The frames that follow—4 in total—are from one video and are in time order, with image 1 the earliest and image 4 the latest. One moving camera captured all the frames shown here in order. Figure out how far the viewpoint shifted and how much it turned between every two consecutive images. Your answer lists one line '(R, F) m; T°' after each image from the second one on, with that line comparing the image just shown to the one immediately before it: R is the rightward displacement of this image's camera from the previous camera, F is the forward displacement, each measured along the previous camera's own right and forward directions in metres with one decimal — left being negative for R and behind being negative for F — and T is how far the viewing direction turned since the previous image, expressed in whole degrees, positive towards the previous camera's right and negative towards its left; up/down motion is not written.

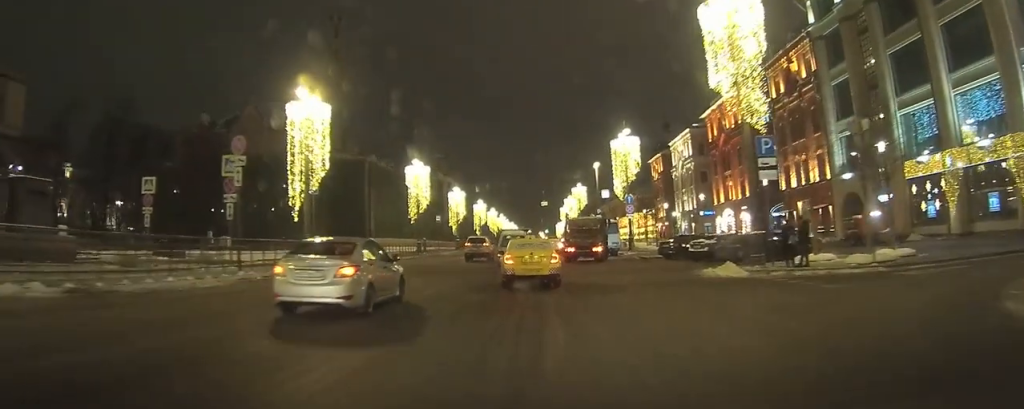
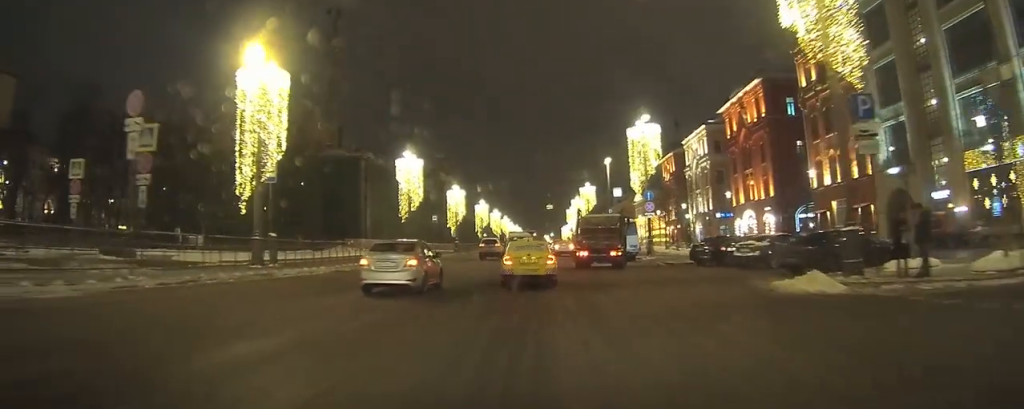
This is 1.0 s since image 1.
(-0.1, +7.7) m; -1°
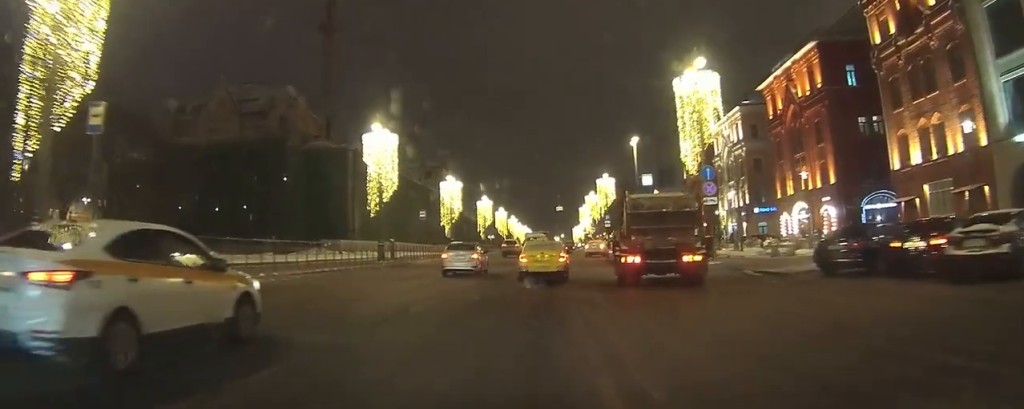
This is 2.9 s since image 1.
(-0.3, +14.2) m; -2°
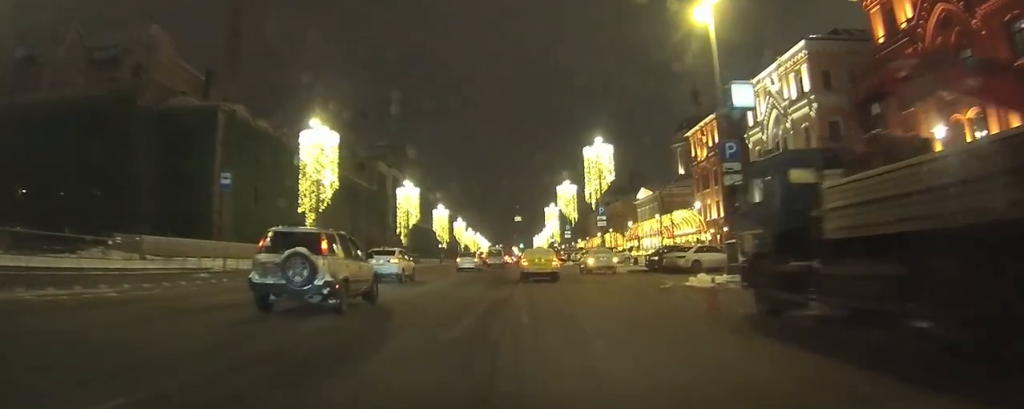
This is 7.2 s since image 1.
(+0.7, +27.3) m; +4°
